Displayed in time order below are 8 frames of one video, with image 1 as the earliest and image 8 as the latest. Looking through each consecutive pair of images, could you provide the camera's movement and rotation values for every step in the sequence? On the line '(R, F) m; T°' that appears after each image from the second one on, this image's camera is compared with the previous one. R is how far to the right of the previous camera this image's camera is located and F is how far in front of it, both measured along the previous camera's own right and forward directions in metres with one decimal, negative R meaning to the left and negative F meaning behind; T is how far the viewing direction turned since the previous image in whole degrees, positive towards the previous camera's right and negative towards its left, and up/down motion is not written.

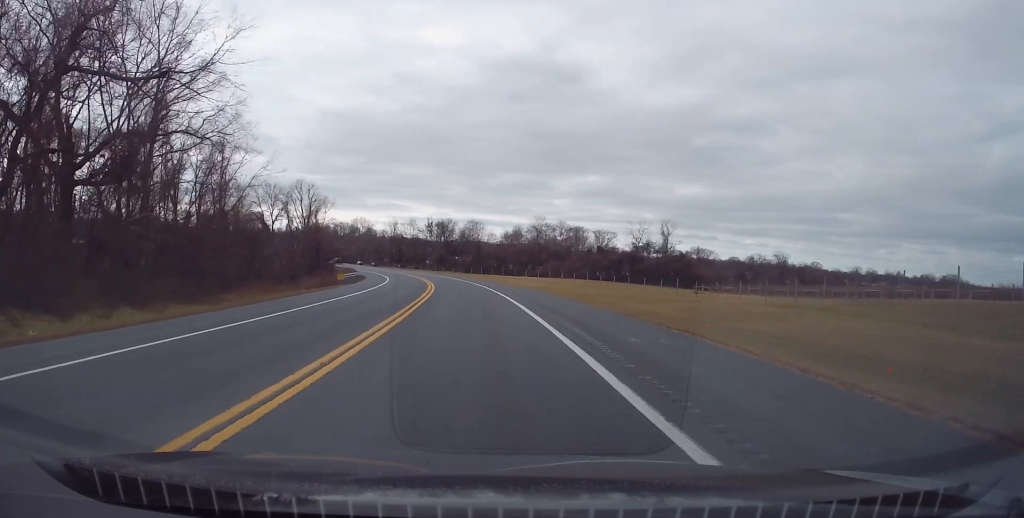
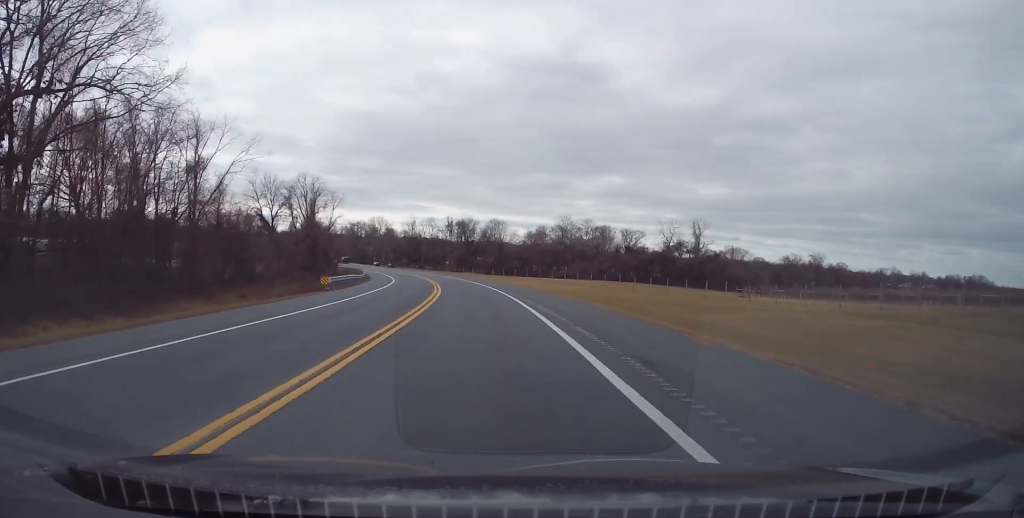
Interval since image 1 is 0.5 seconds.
(-0.2, +11.0) m; -2°
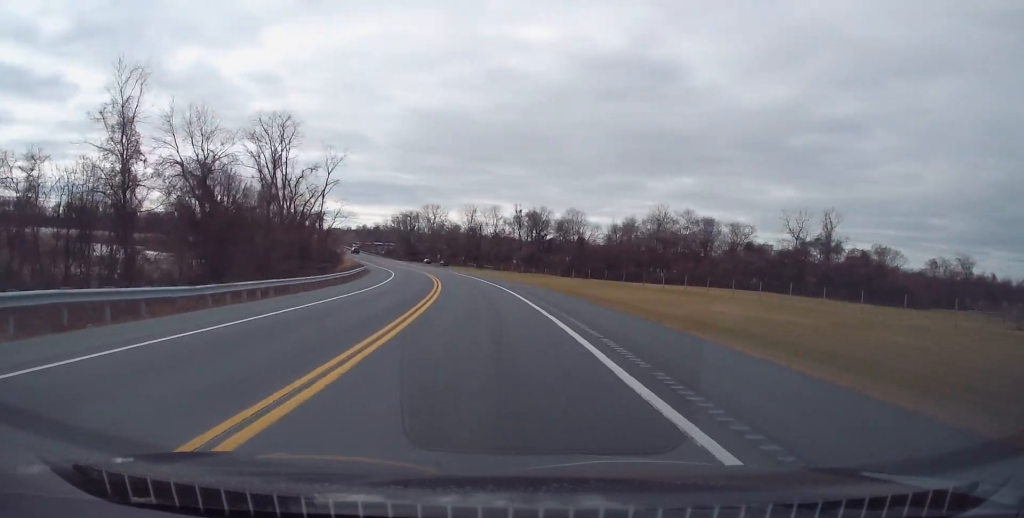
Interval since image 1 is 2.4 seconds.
(-3.0, +44.7) m; -7°
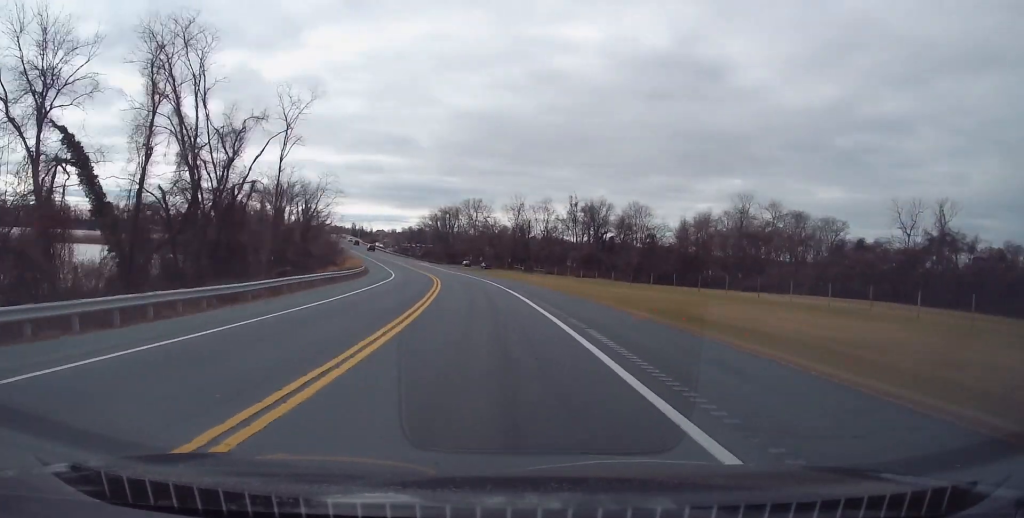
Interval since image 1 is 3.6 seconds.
(-0.9, +29.2) m; -4°
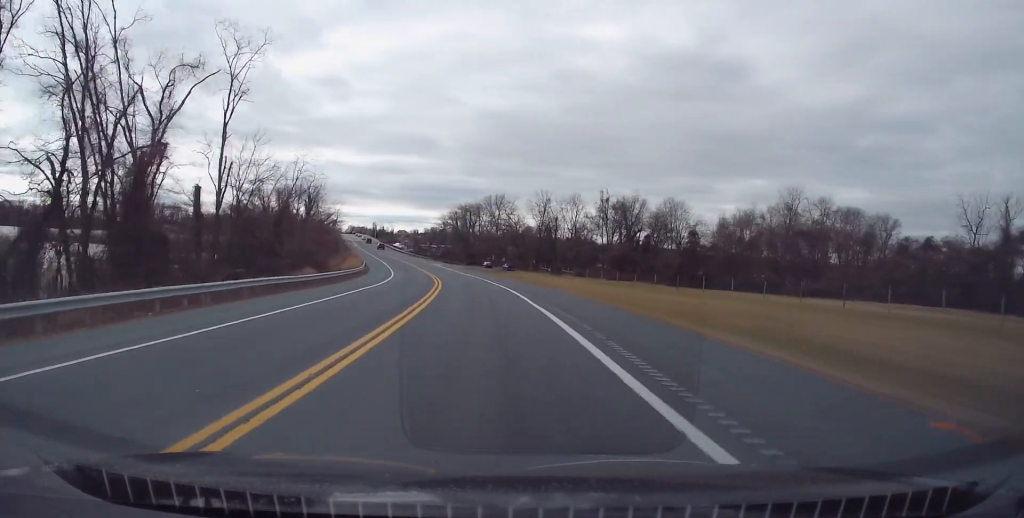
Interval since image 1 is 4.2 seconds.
(-0.4, +14.2) m; -2°
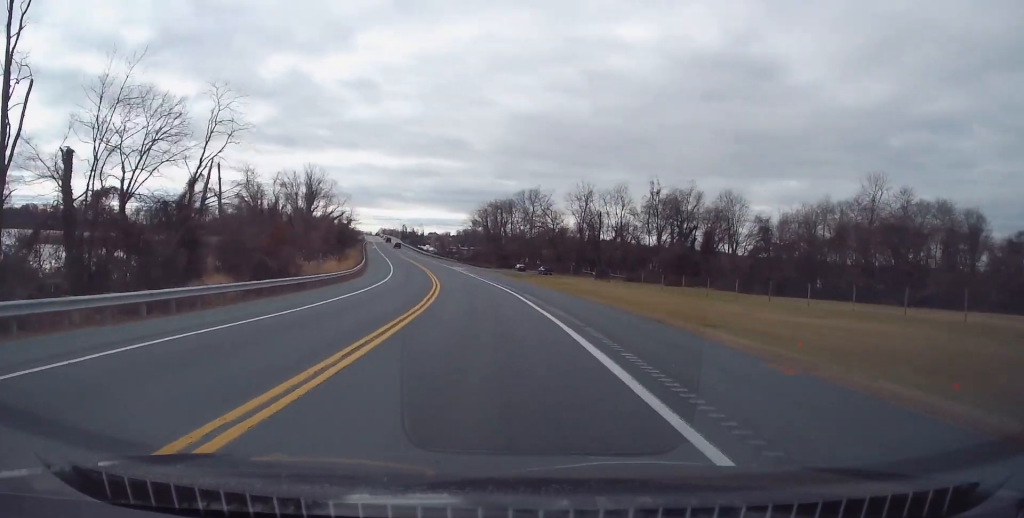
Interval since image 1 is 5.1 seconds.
(-0.2, +20.3) m; -2°
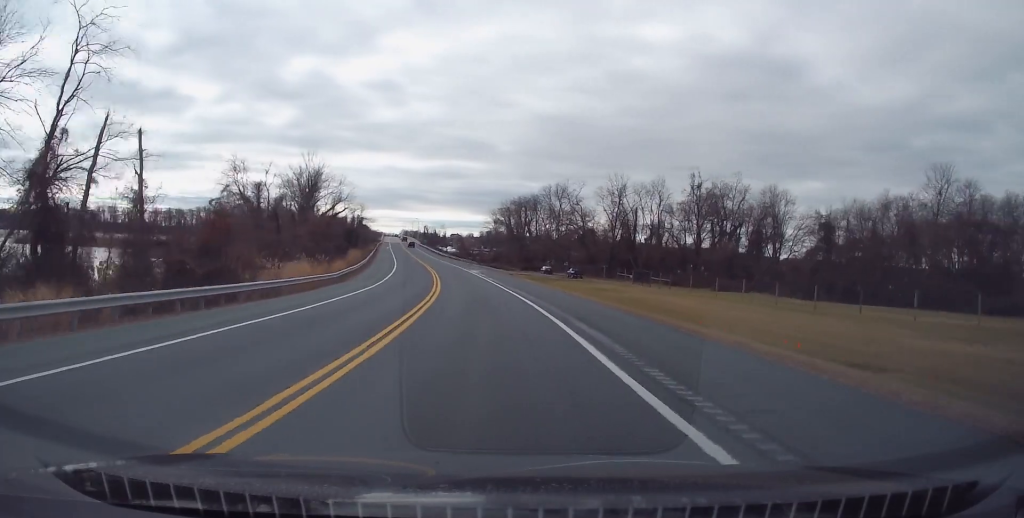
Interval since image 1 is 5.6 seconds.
(-0.4, +13.2) m; -1°
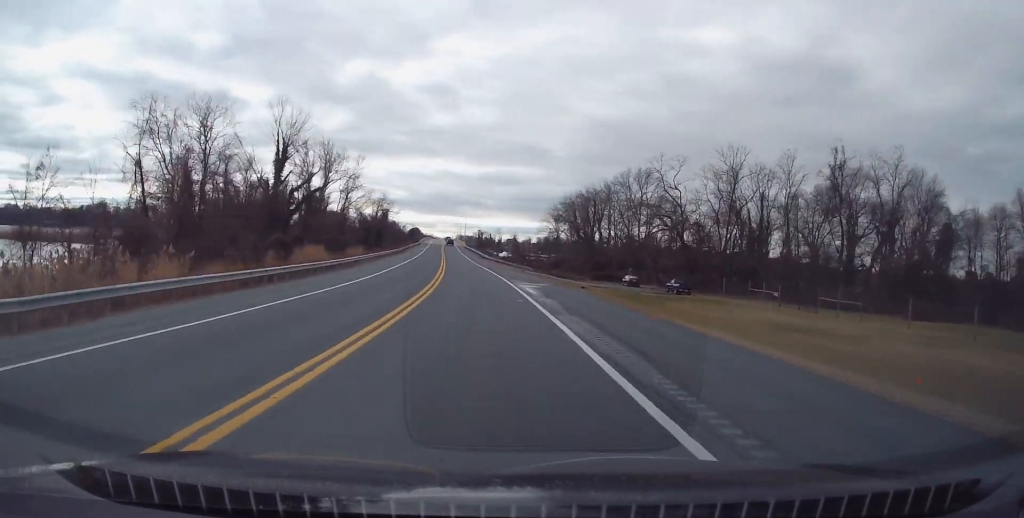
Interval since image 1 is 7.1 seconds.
(-1.0, +34.9) m; -6°
